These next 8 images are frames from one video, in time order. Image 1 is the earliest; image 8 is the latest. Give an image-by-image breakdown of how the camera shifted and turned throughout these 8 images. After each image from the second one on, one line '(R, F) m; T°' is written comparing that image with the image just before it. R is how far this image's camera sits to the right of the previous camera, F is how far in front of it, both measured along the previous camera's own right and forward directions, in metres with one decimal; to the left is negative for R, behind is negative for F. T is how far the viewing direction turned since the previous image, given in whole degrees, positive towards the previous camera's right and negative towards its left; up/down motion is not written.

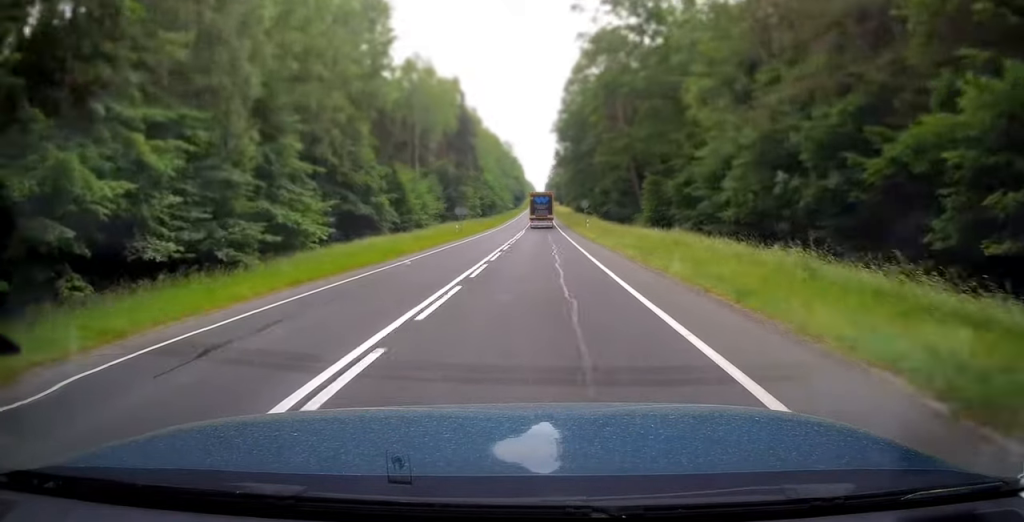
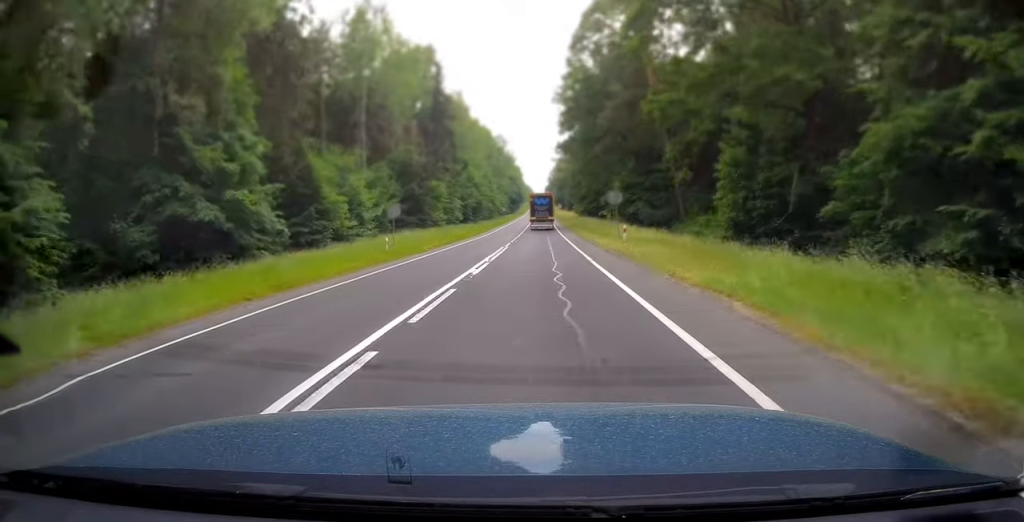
(0.0, +24.9) m; 0°
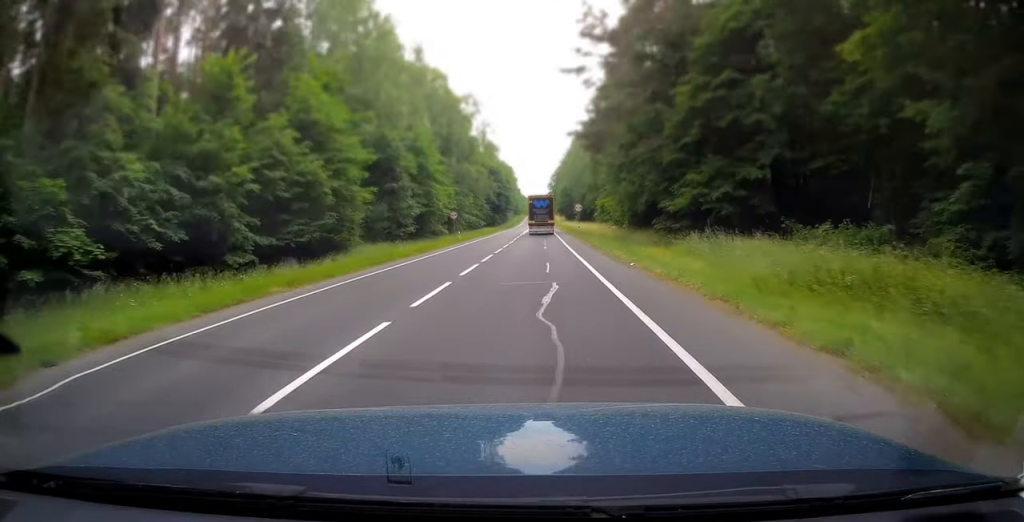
(-0.1, +70.7) m; 0°
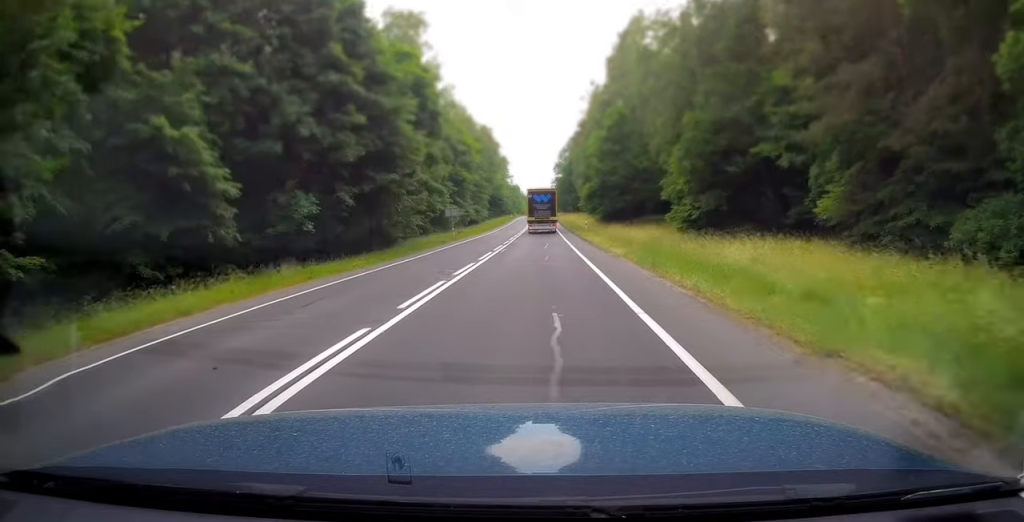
(-0.2, +104.3) m; 0°
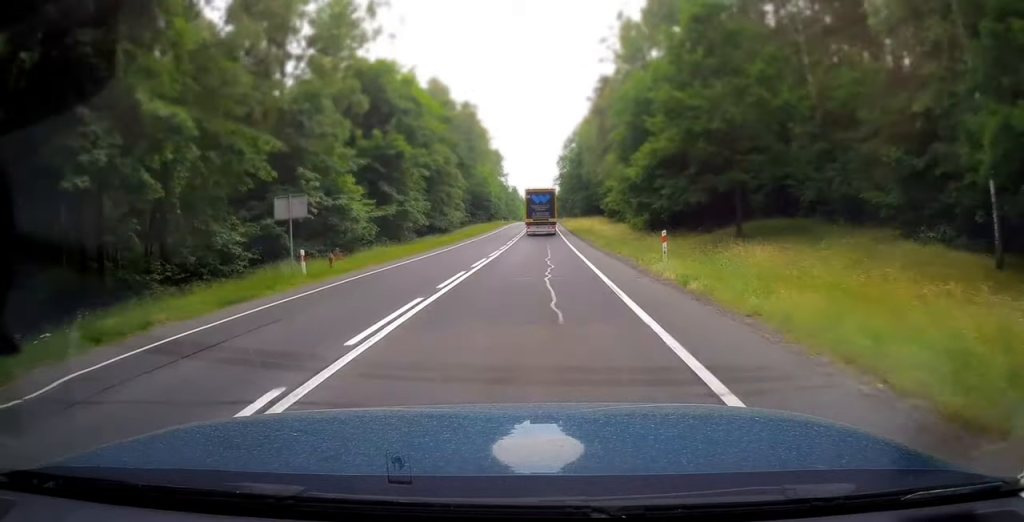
(+0.3, +33.7) m; 0°
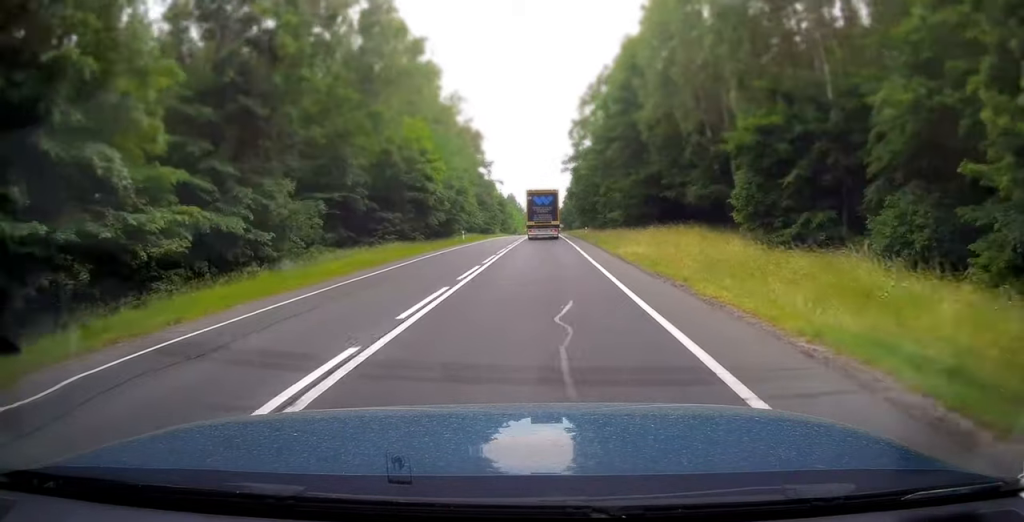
(-0.4, +59.6) m; 0°
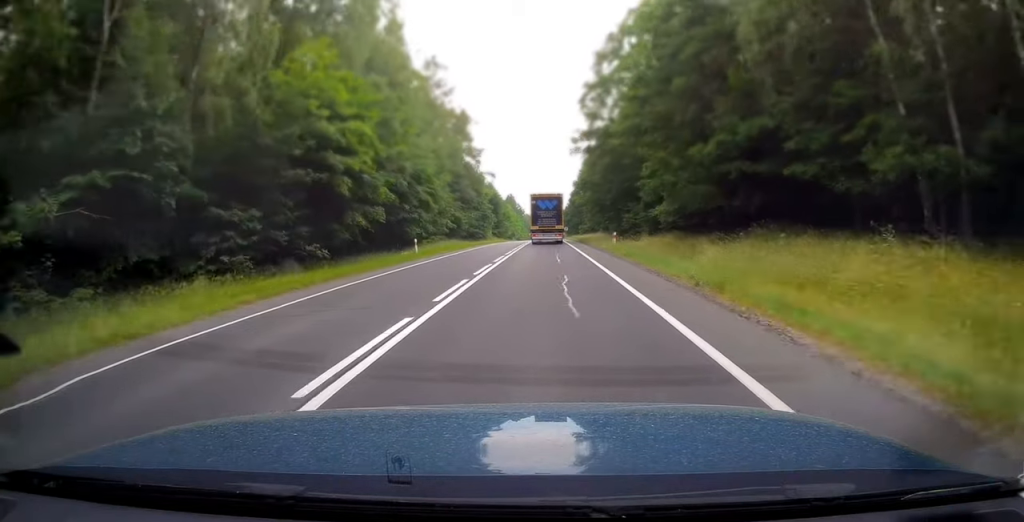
(+0.2, +22.6) m; 0°
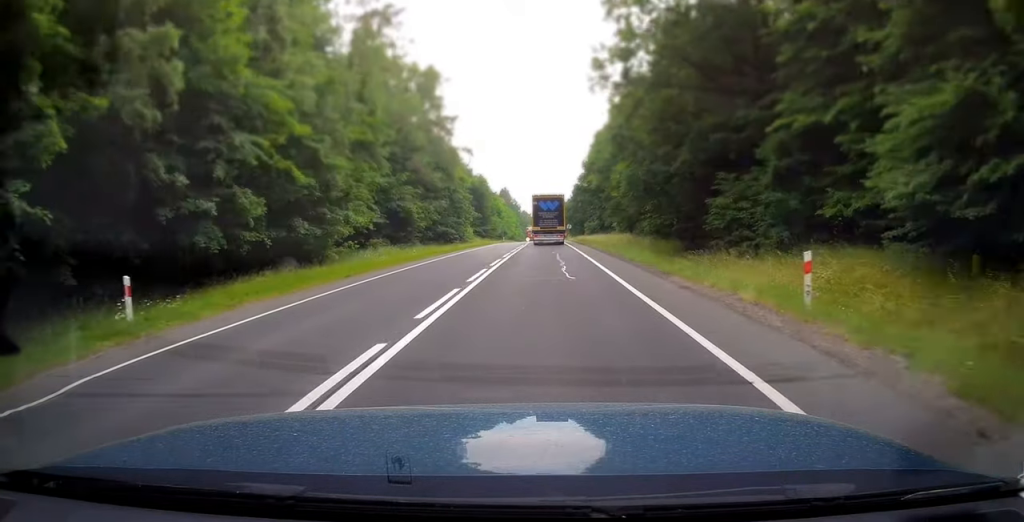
(-0.1, +26.9) m; 0°
